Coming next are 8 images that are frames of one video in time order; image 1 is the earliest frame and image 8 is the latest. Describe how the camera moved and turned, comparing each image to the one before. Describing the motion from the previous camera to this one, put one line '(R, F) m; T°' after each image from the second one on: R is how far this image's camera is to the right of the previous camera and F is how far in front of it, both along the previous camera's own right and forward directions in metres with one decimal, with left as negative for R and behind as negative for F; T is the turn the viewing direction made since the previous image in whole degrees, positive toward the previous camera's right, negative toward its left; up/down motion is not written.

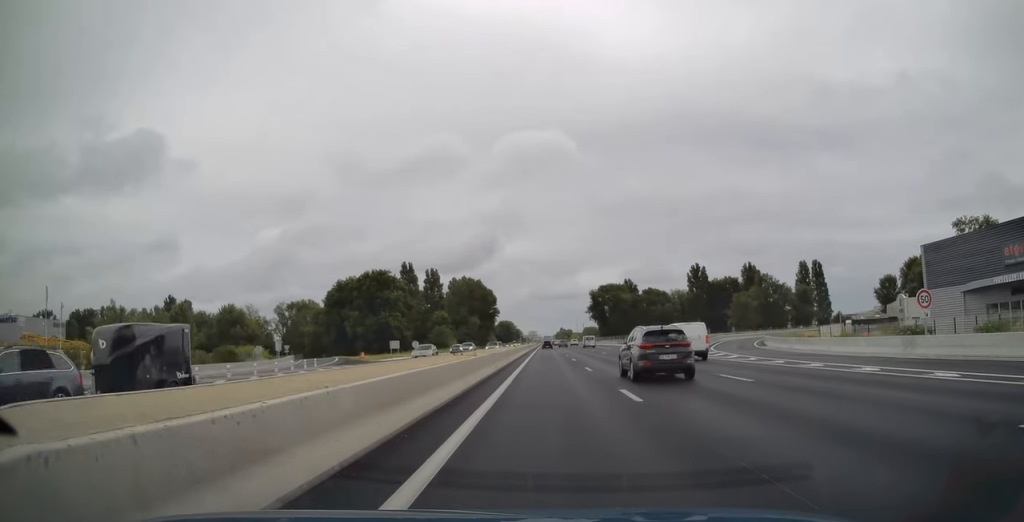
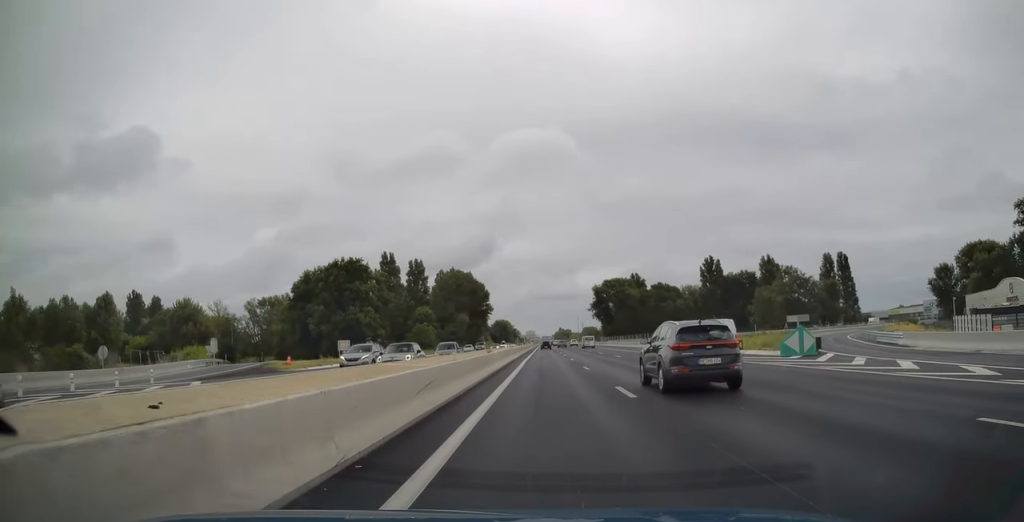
(-0.1, +25.5) m; 0°
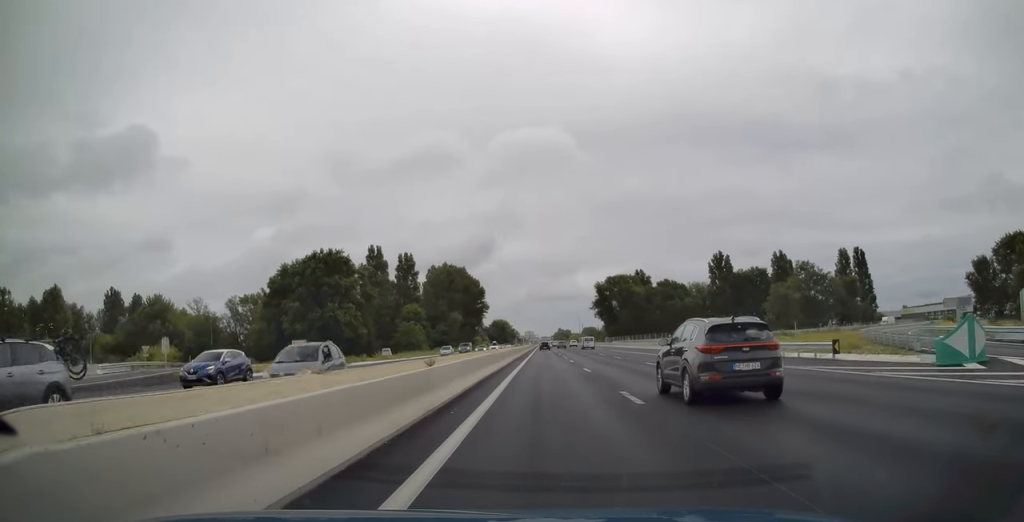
(+0.1, +14.3) m; +1°
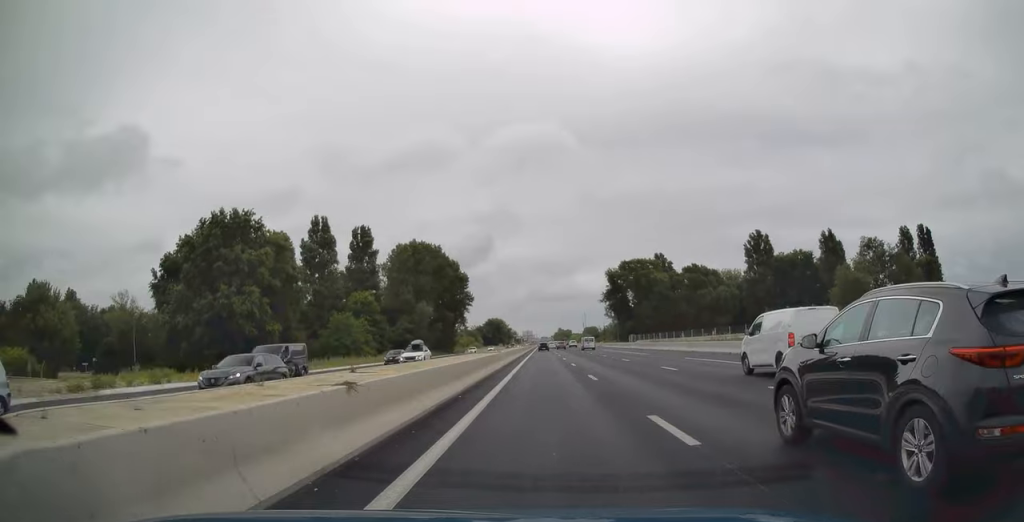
(+0.1, +44.1) m; 0°
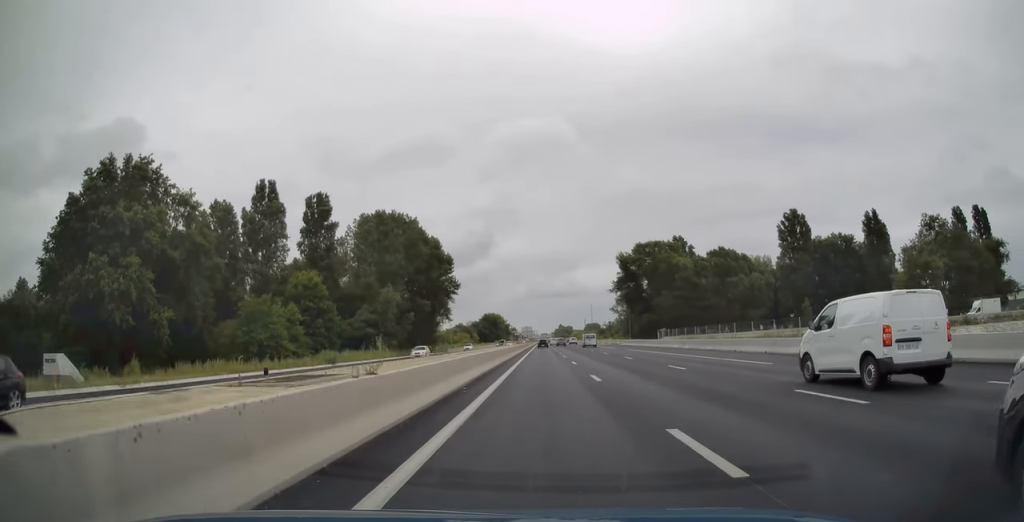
(0.0, +28.1) m; 0°
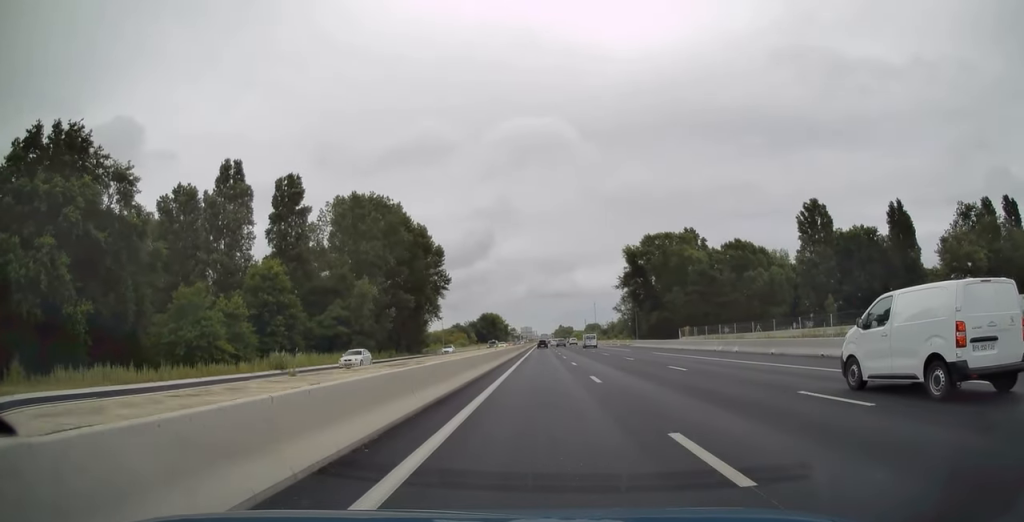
(0.0, +13.4) m; 0°
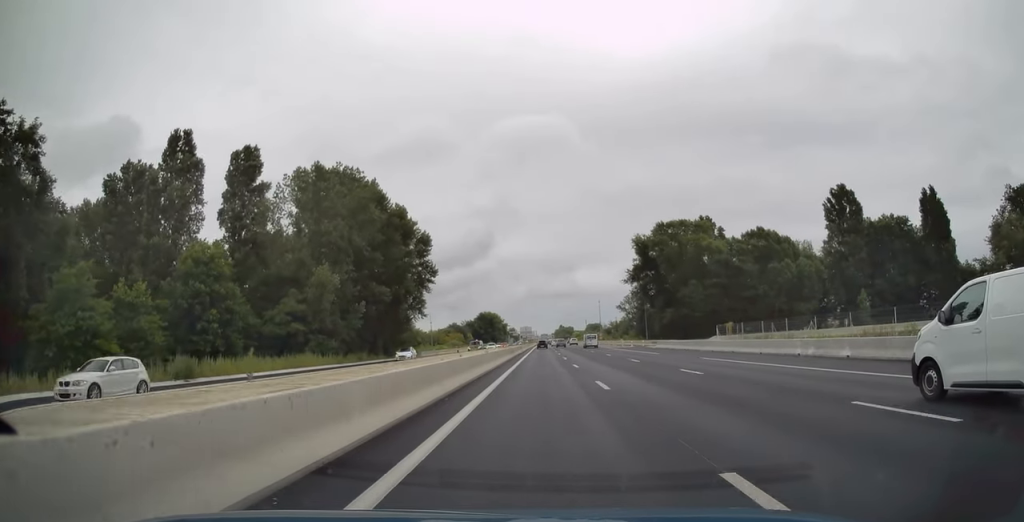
(0.0, +15.5) m; 0°
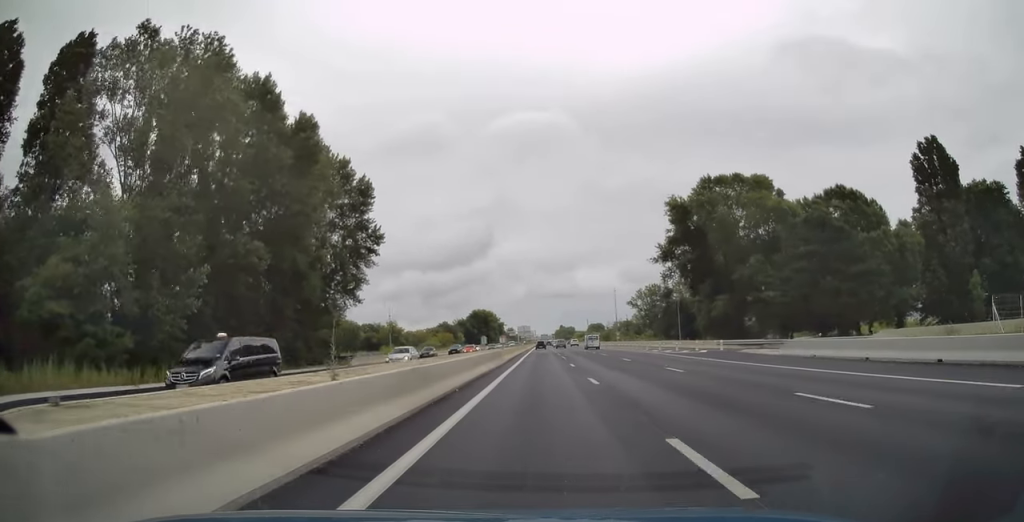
(-0.2, +37.1) m; -1°
